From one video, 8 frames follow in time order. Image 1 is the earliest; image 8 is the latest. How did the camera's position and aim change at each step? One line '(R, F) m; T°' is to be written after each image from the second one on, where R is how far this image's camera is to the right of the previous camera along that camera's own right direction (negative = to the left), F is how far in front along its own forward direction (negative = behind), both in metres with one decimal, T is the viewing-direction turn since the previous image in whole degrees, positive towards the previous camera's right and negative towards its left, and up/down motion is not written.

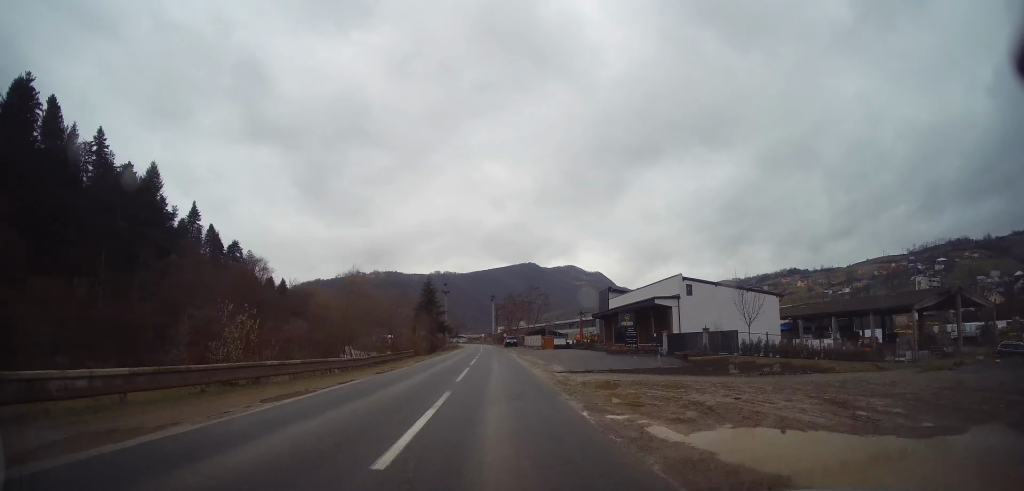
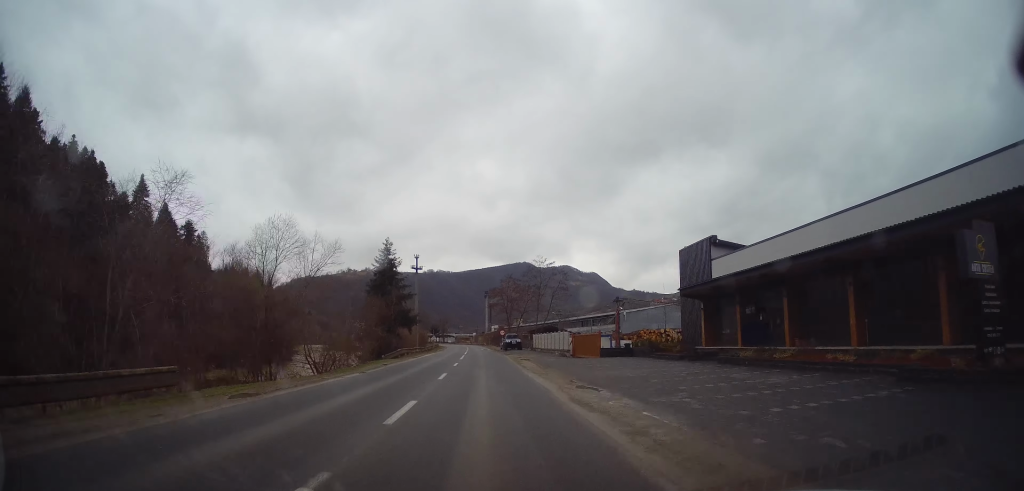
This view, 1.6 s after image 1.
(+0.6, +33.2) m; 0°
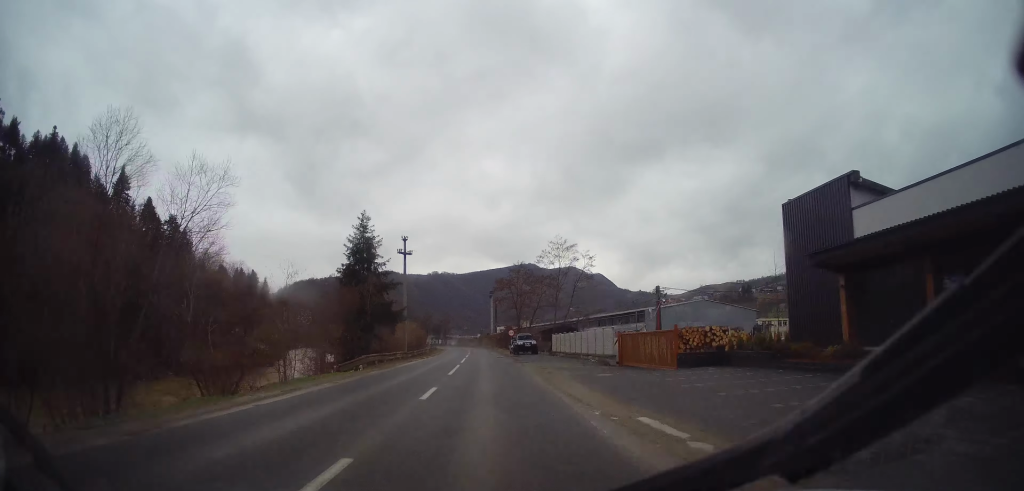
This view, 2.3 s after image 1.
(-0.3, +14.2) m; -1°
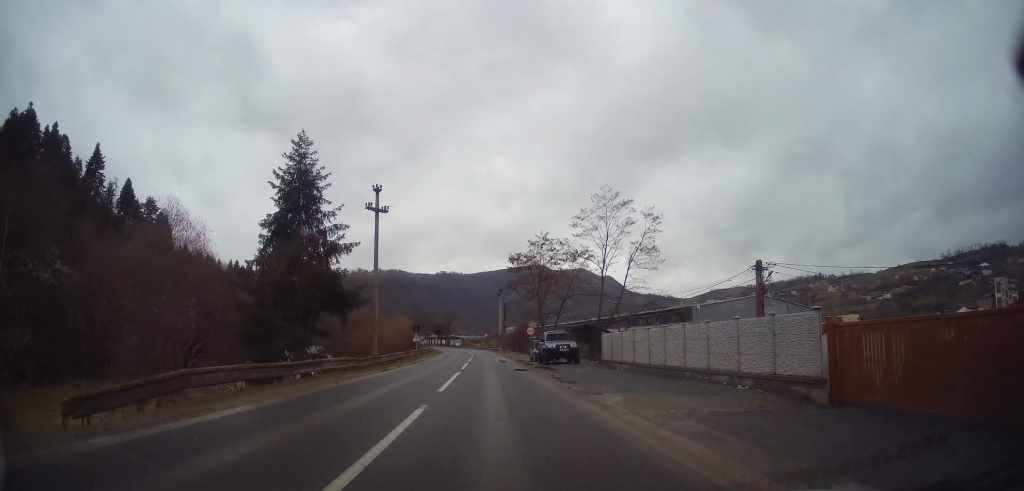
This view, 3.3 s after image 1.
(-0.1, +19.0) m; 0°
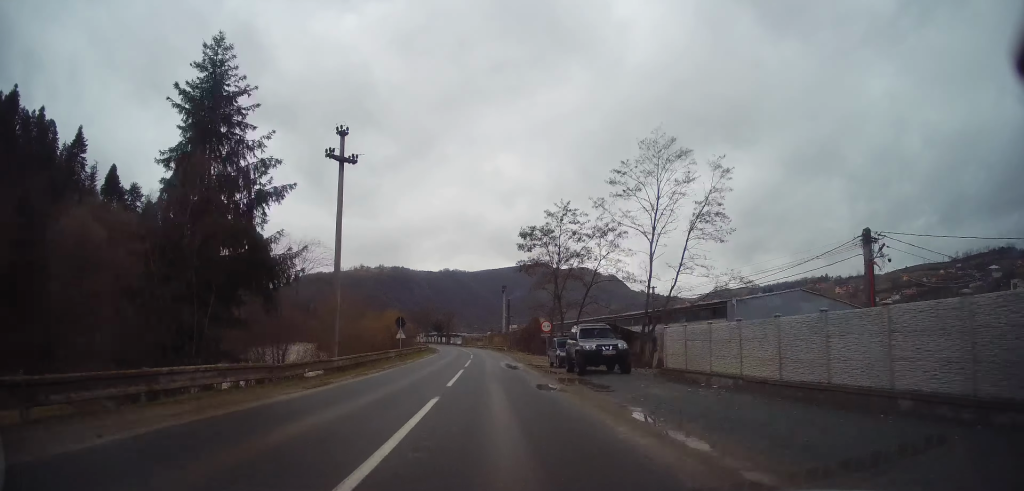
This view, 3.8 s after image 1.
(0.0, +10.8) m; -1°
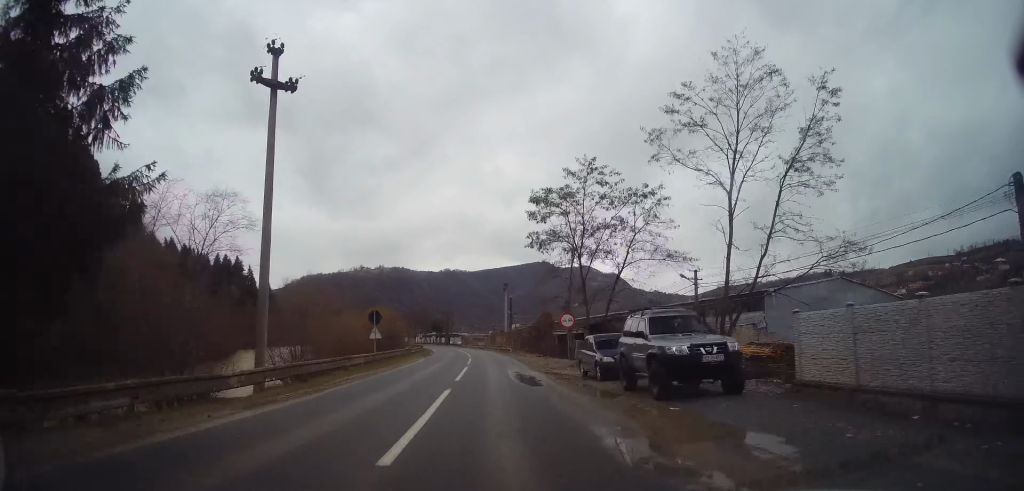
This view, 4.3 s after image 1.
(+0.1, +9.5) m; -1°
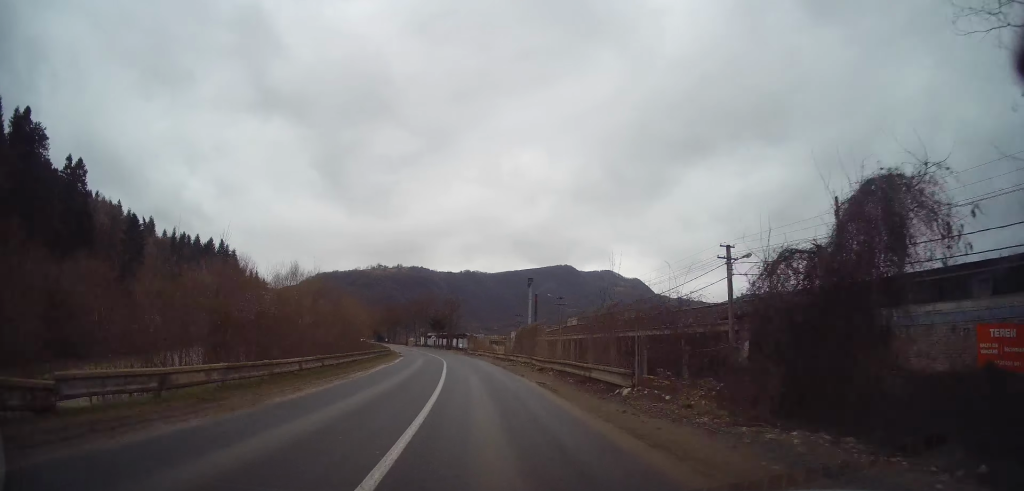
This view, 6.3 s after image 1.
(-1.1, +41.3) m; -2°
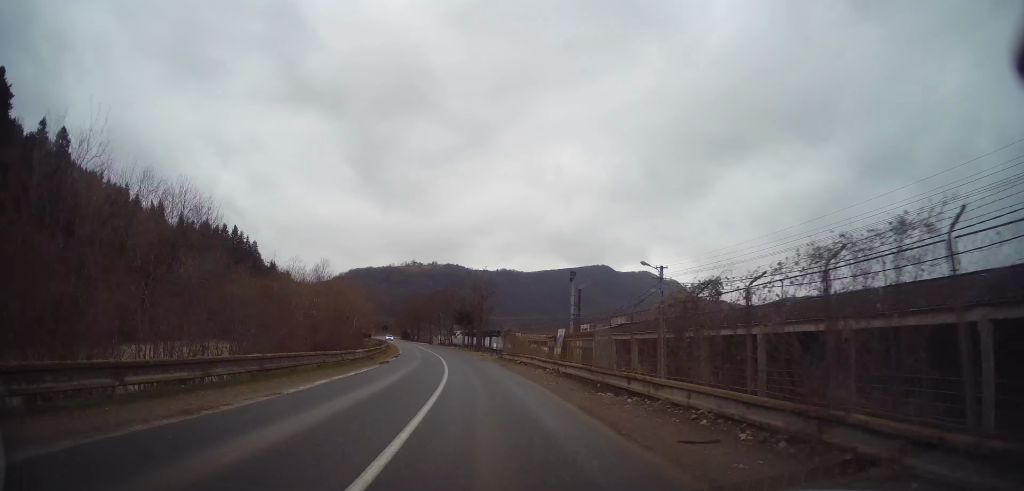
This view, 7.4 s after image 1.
(0.0, +23.2) m; -4°
